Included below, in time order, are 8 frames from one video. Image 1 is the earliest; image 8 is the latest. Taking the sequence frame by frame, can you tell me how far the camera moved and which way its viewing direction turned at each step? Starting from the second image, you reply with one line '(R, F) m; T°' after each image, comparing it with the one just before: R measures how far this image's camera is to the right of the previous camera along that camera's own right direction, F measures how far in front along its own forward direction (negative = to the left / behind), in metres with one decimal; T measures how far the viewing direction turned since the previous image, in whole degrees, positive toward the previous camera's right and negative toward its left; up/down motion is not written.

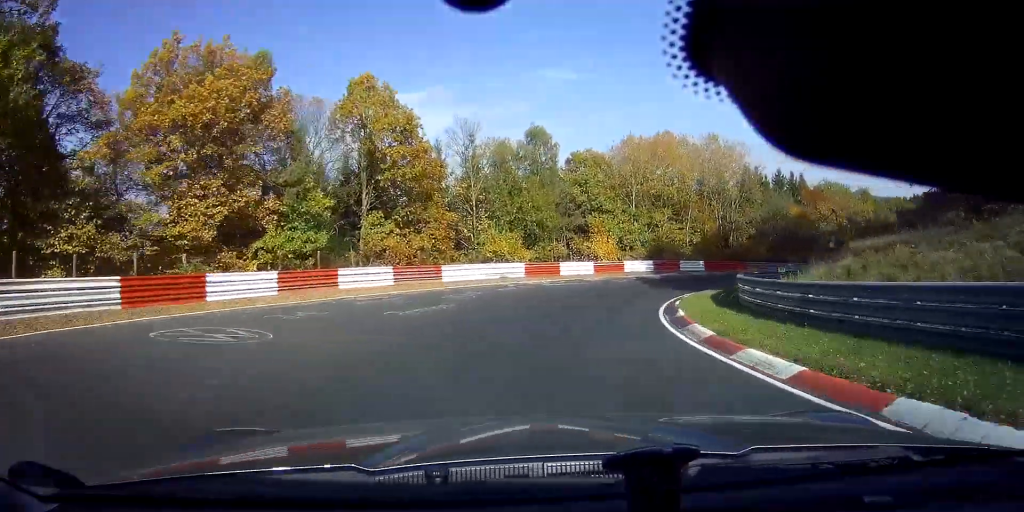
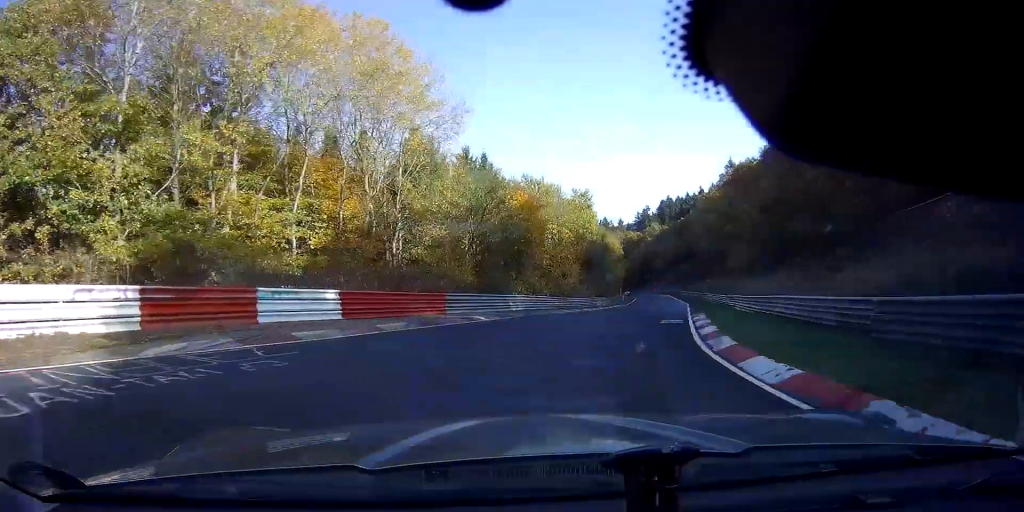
(+12.9, +34.4) m; +35°
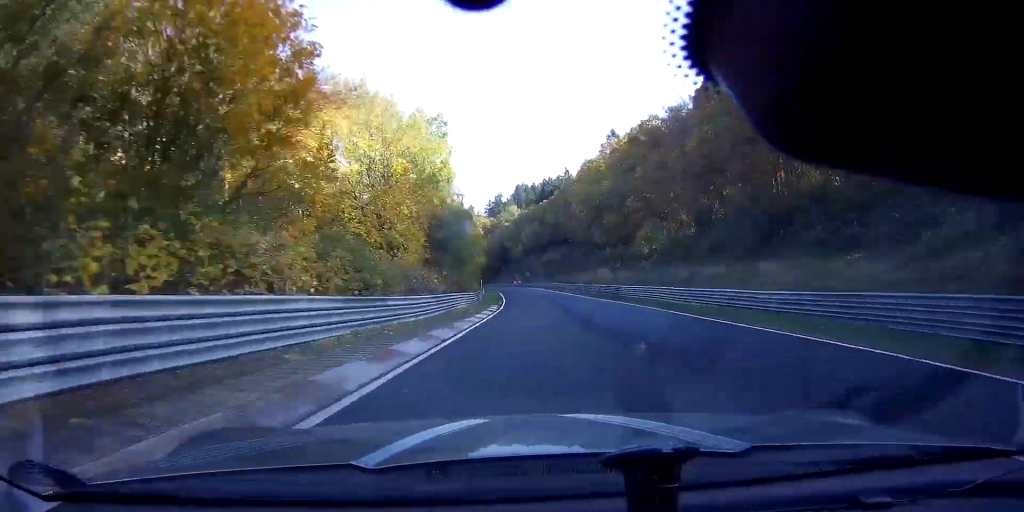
(+4.9, +29.5) m; +13°
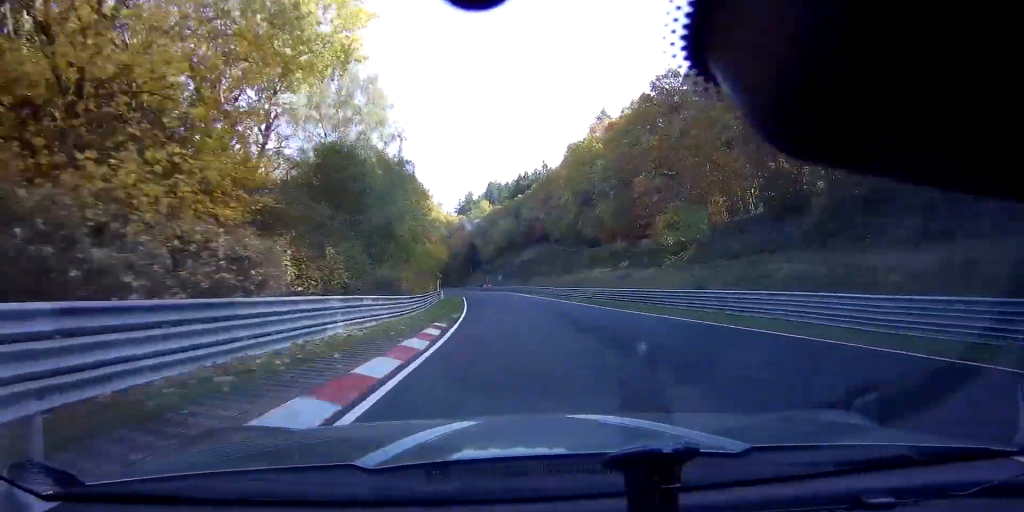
(+0.9, +21.5) m; +3°
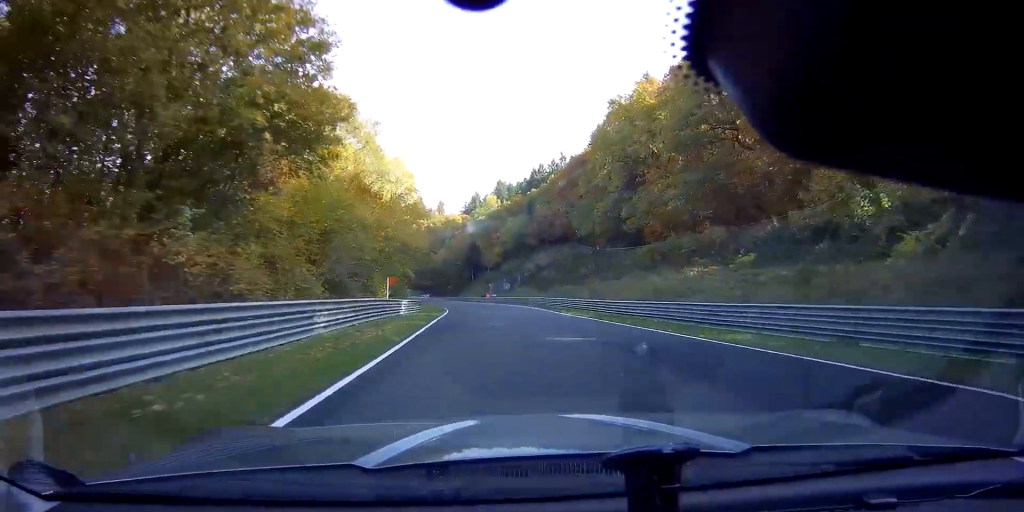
(+0.2, +28.5) m; 0°
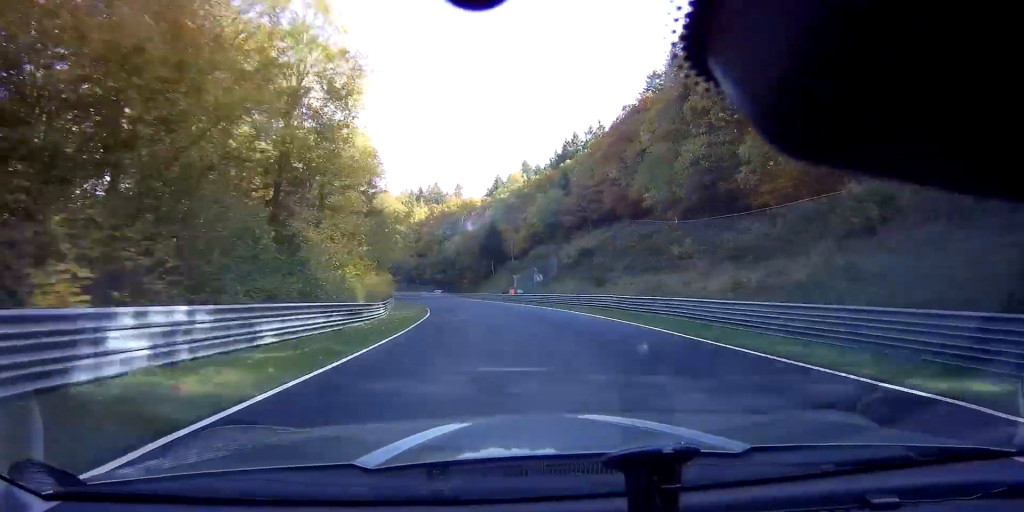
(0.0, +28.0) m; -2°
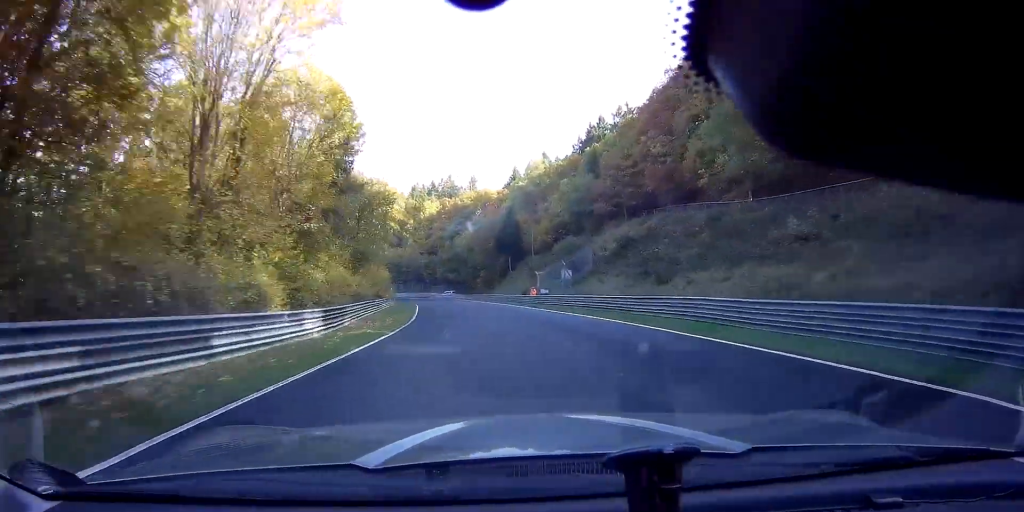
(-0.3, +14.1) m; -2°
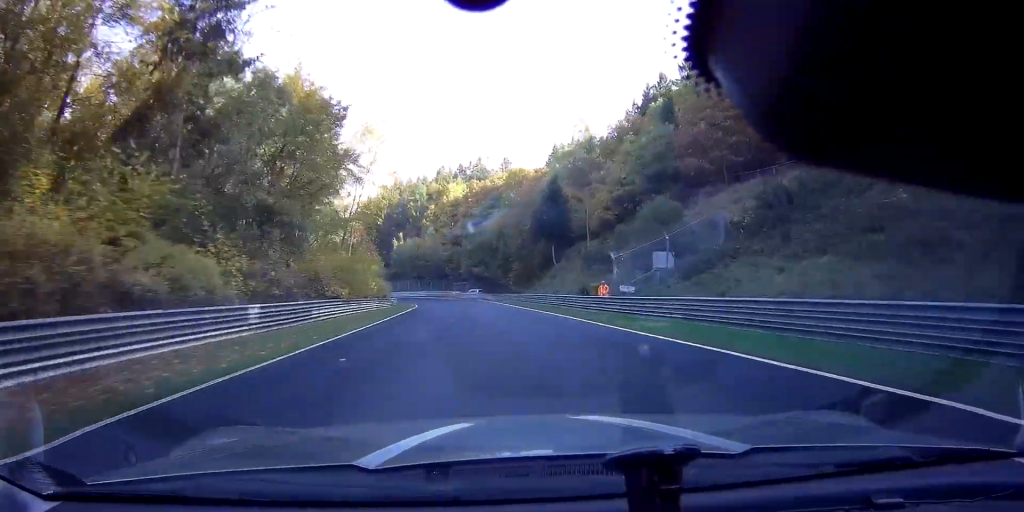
(-0.5, +24.6) m; -4°
